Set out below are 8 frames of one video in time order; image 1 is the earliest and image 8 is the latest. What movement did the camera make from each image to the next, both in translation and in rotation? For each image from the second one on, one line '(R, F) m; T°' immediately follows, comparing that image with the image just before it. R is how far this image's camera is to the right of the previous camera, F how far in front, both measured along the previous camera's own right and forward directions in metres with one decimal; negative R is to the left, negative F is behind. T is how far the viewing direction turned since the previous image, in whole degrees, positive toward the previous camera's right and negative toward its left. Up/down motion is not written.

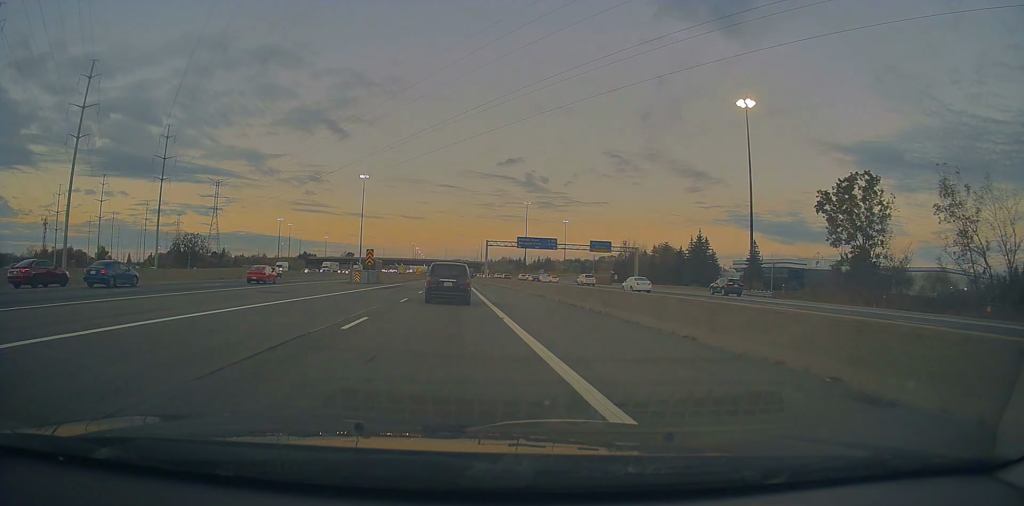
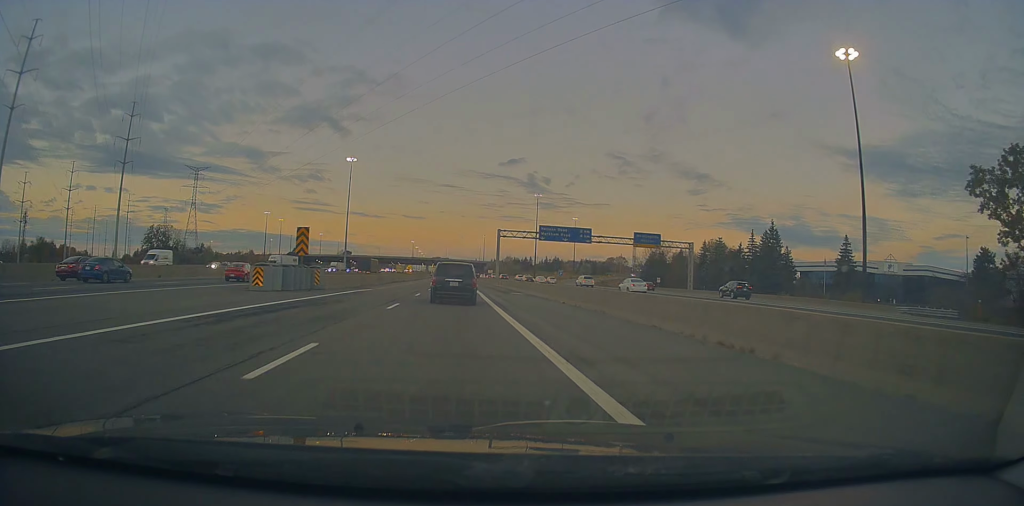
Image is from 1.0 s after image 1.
(-0.3, +29.5) m; 0°
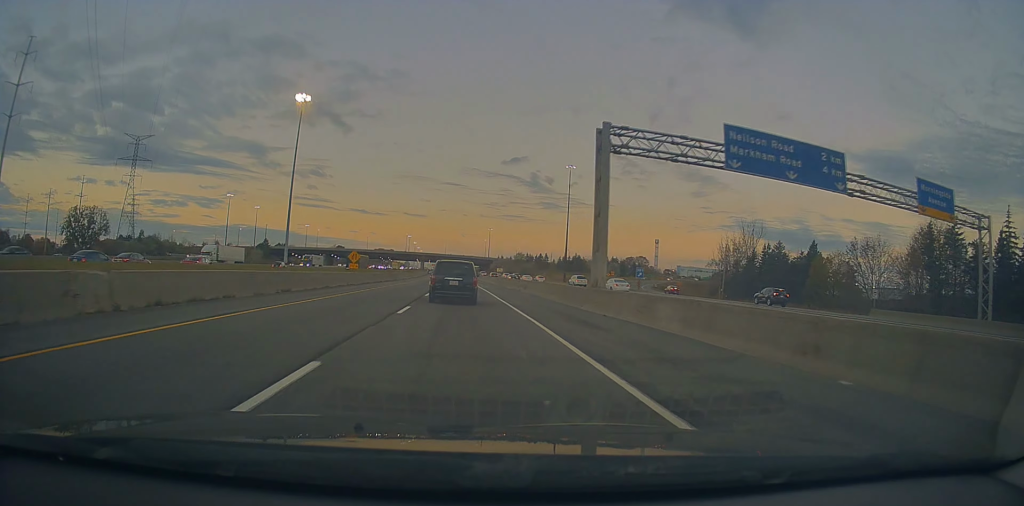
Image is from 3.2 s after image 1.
(+0.1, +62.6) m; -1°
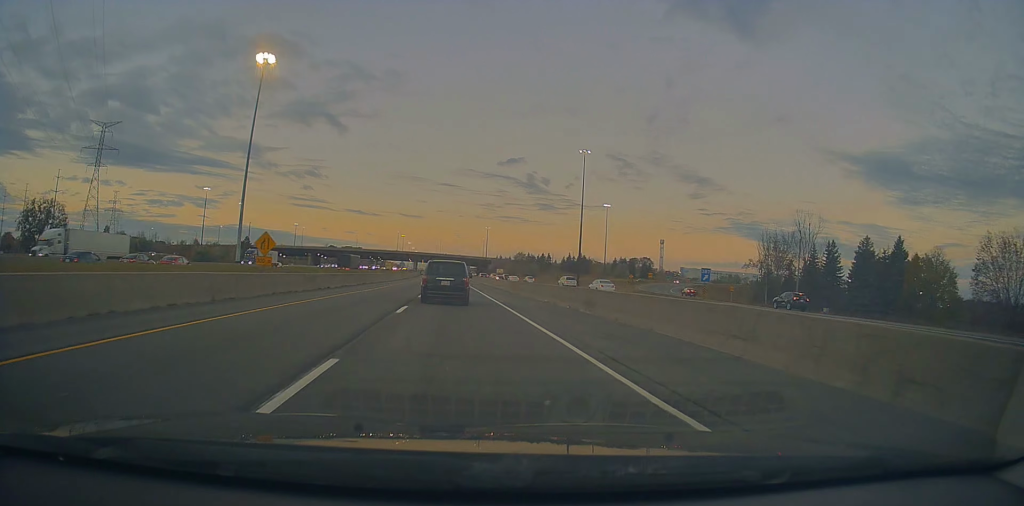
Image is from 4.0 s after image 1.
(-0.3, +24.0) m; 0°
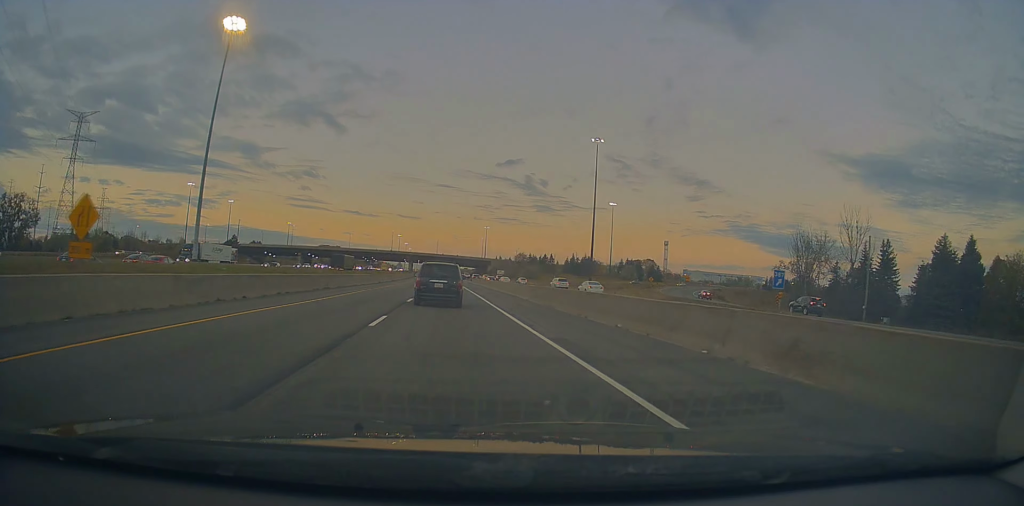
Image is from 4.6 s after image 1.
(-0.2, +15.3) m; 0°
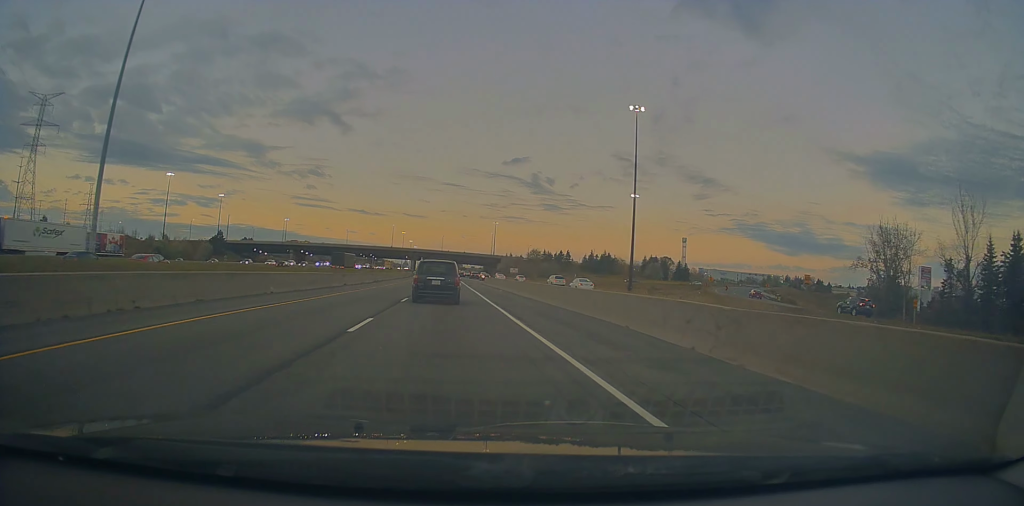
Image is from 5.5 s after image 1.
(+1.0, +25.8) m; 0°
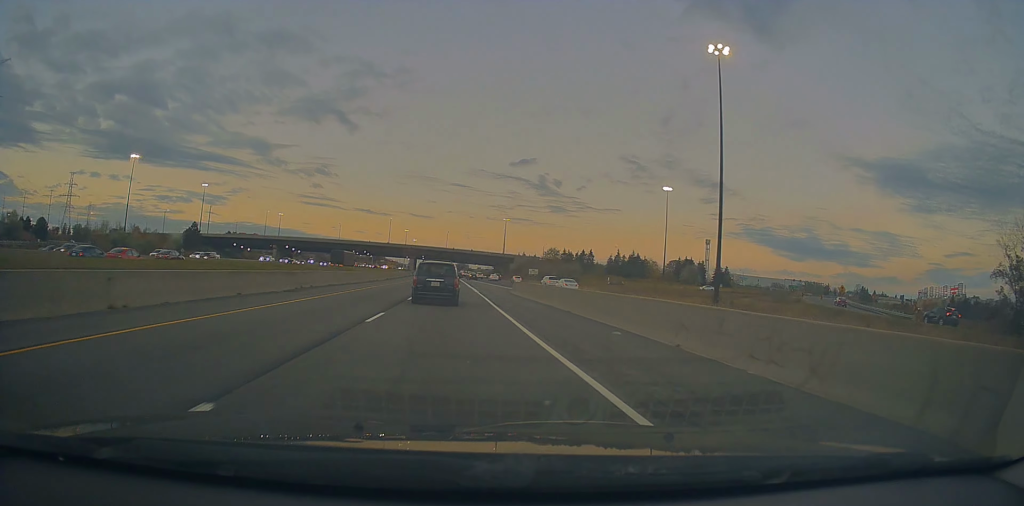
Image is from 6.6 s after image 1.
(-1.4, +33.5) m; -2°
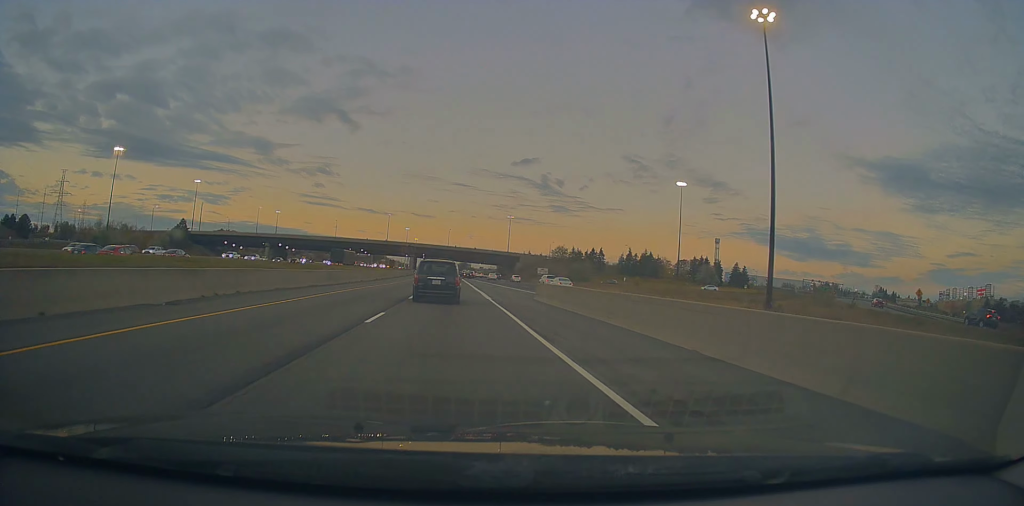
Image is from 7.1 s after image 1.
(+0.1, +12.5) m; 0°
